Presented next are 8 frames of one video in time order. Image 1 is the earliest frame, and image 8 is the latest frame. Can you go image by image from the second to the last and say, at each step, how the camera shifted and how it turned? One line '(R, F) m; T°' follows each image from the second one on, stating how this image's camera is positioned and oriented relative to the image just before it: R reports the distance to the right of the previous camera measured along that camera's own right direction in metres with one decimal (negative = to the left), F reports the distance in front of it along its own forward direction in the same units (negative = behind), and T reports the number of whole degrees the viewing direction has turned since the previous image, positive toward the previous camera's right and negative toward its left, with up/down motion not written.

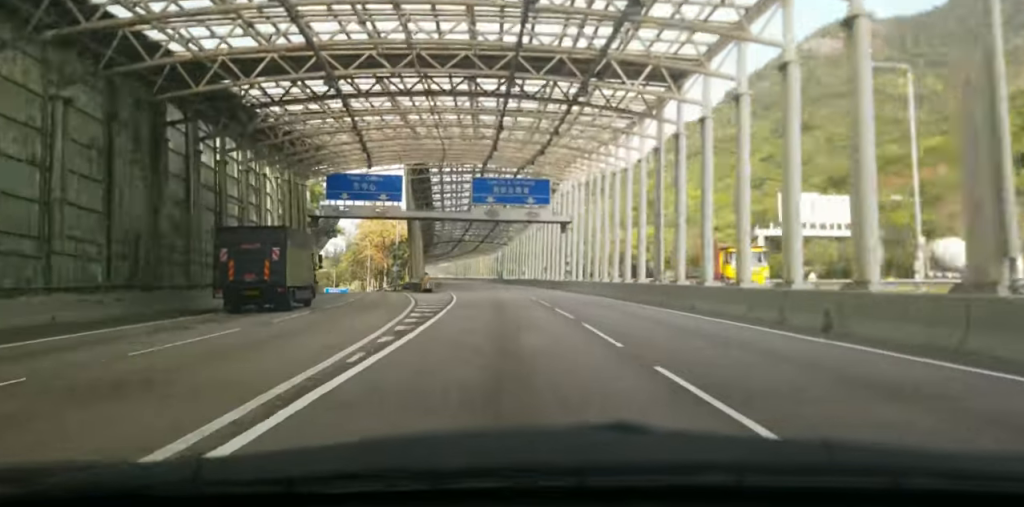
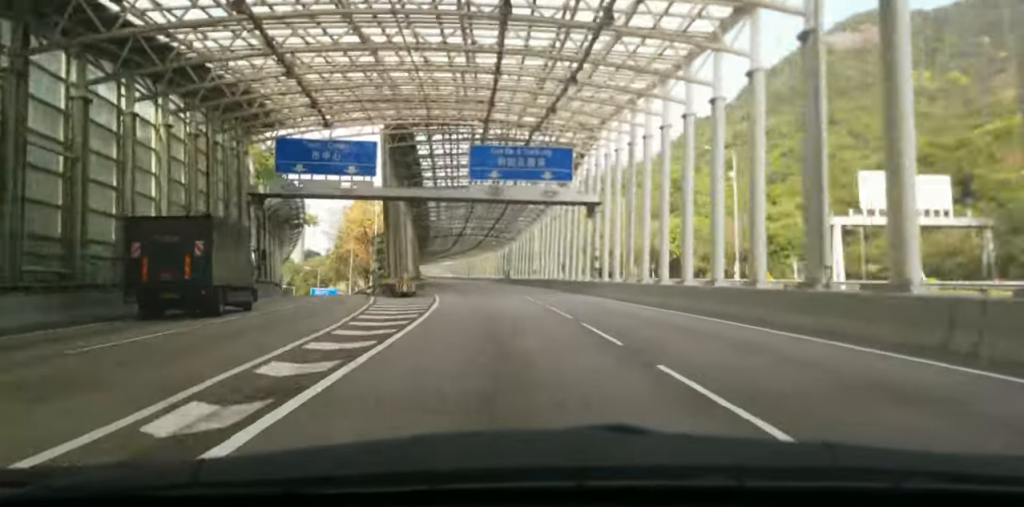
(0.0, +17.1) m; 0°
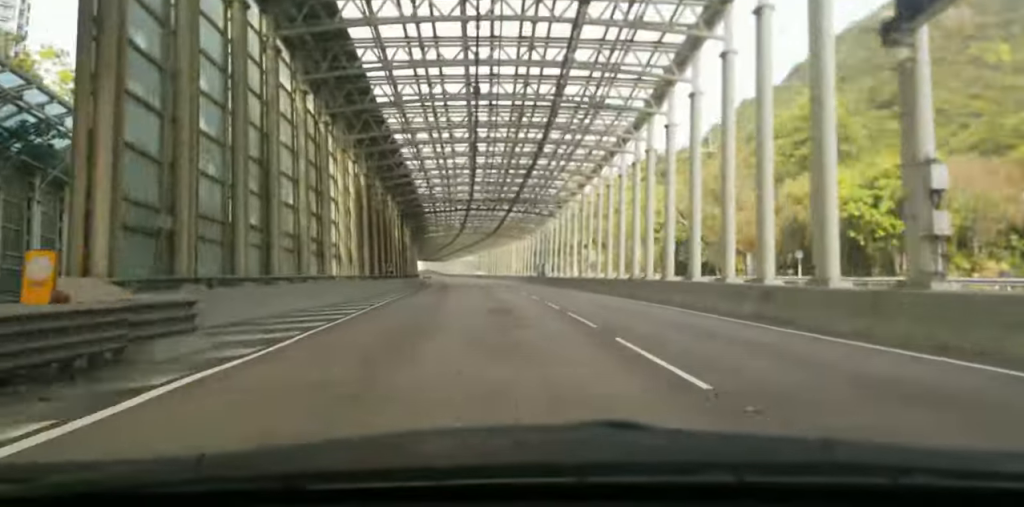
(-0.8, +40.8) m; -3°
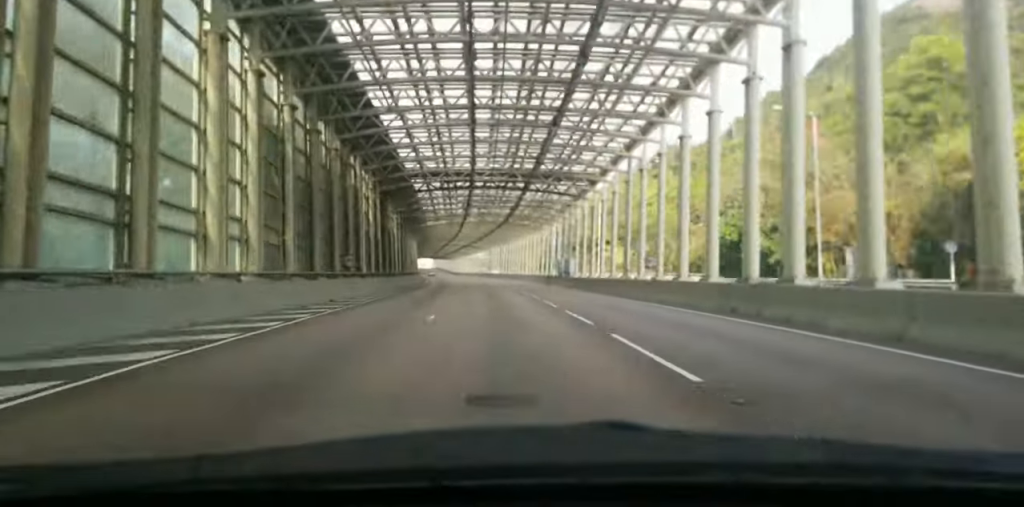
(-0.2, +16.8) m; -2°
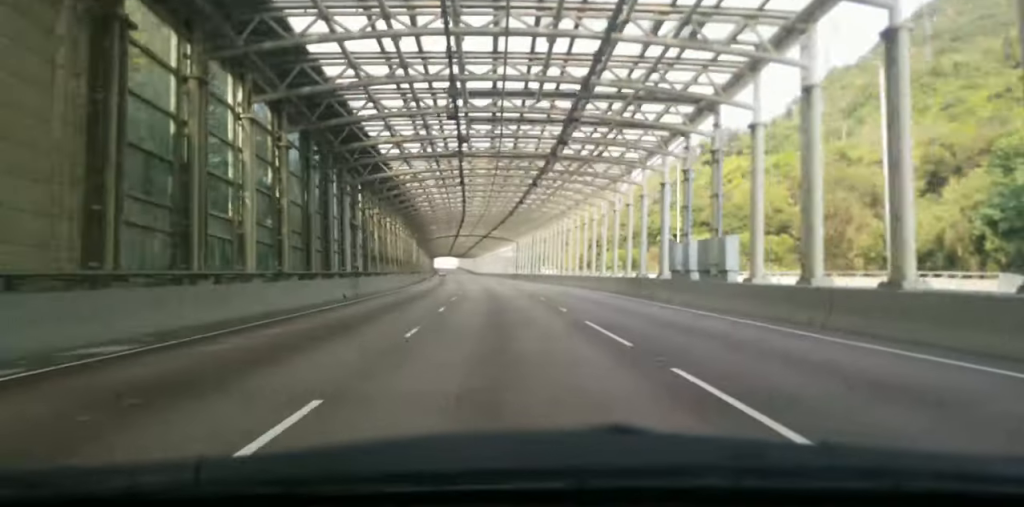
(-1.3, +39.4) m; -3°
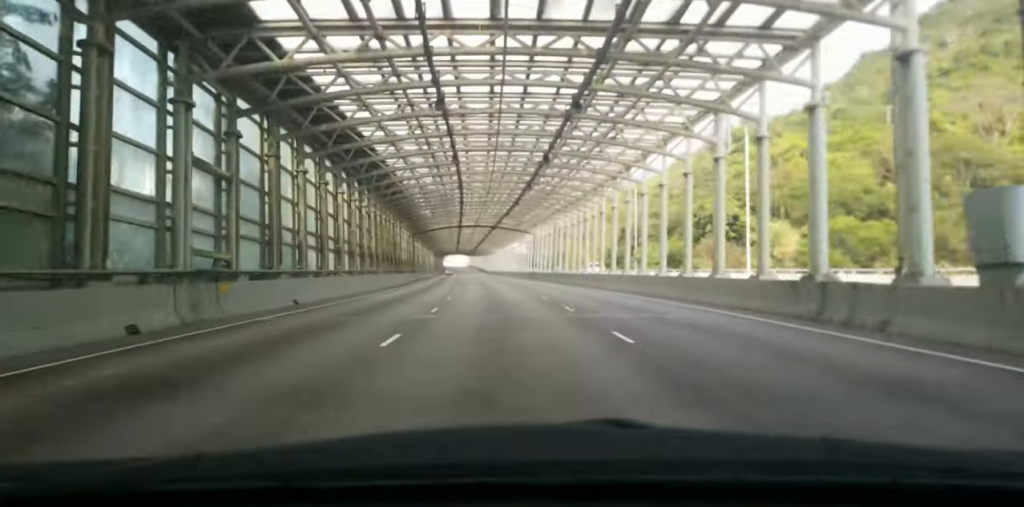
(-0.1, +20.6) m; -1°
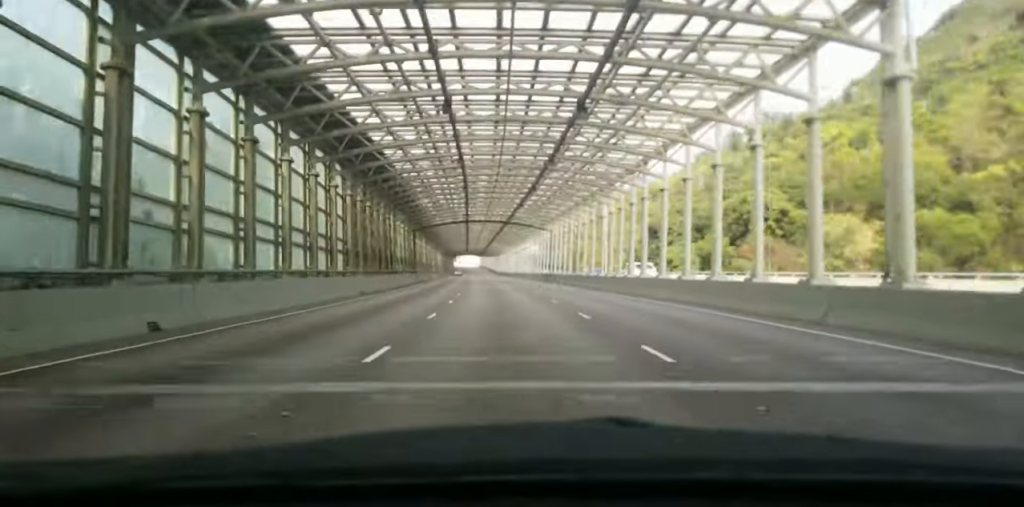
(-0.1, +10.6) m; 0°
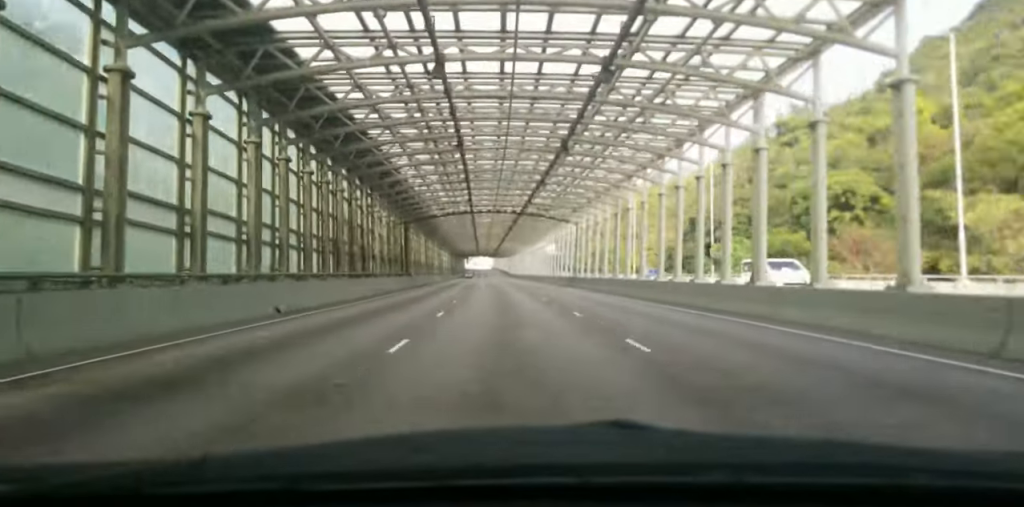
(0.0, +16.6) m; -1°
